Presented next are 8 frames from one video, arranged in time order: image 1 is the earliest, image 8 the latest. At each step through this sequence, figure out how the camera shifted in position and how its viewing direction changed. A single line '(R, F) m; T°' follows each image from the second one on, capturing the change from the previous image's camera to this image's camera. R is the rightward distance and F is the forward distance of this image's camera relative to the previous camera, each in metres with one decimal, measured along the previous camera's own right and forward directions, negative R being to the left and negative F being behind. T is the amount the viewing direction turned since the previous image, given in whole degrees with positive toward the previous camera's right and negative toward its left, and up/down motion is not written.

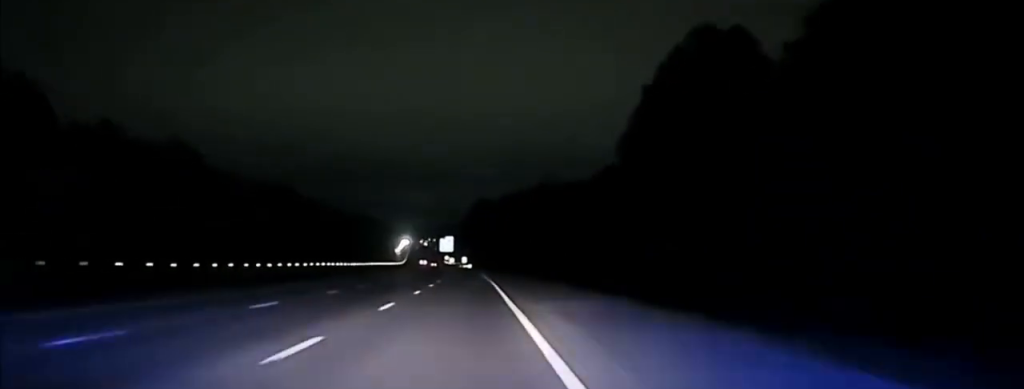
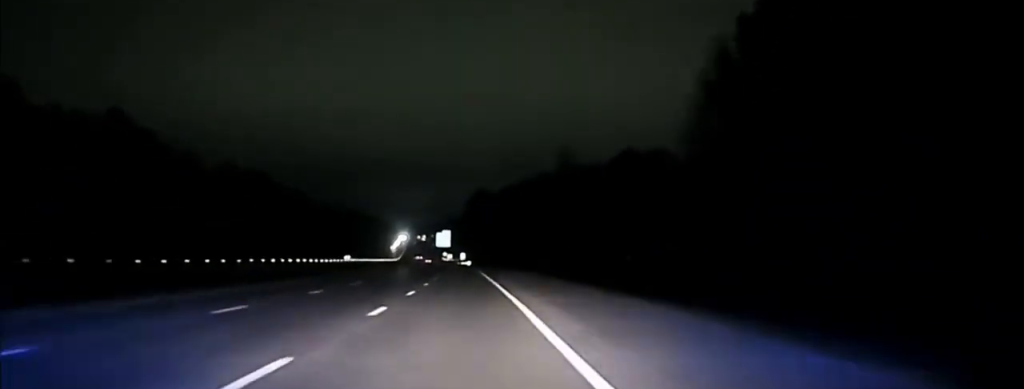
(-0.1, +31.8) m; 0°
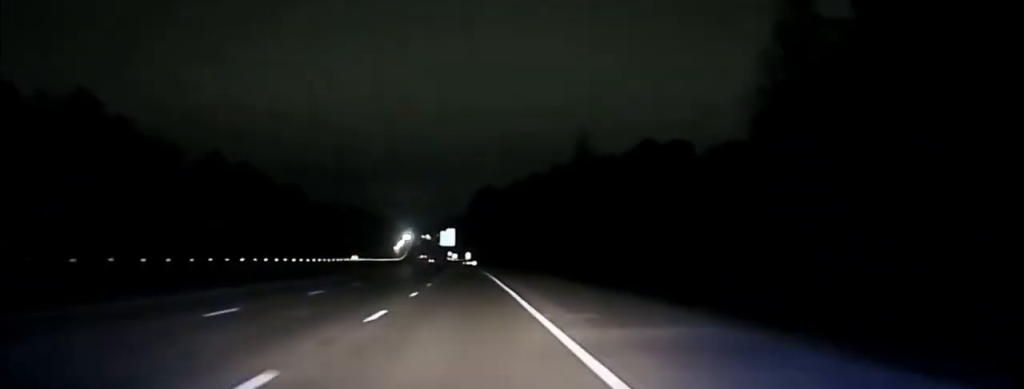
(-0.1, +14.1) m; 0°
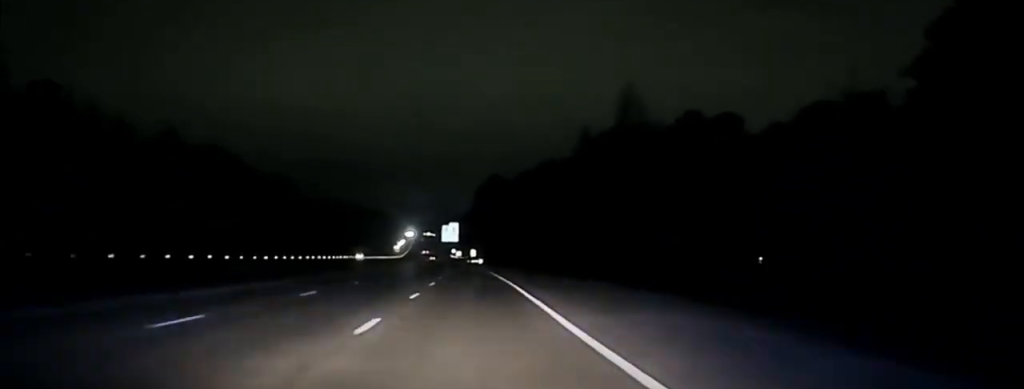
(-0.1, +30.6) m; -1°
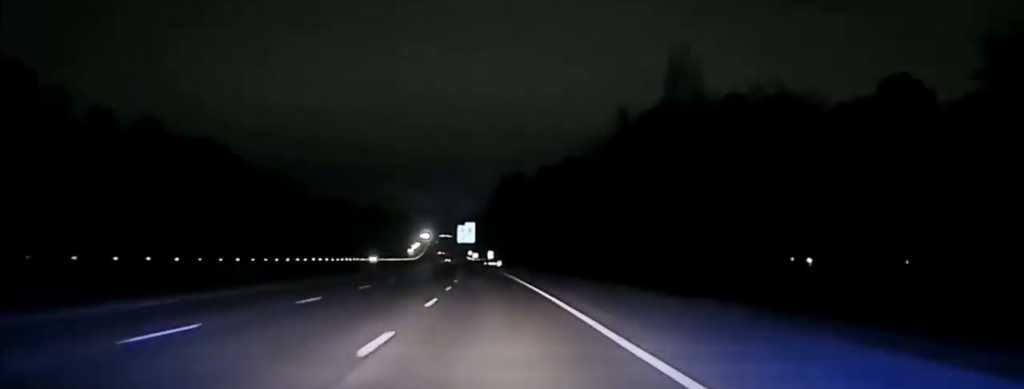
(-0.2, +14.4) m; -1°
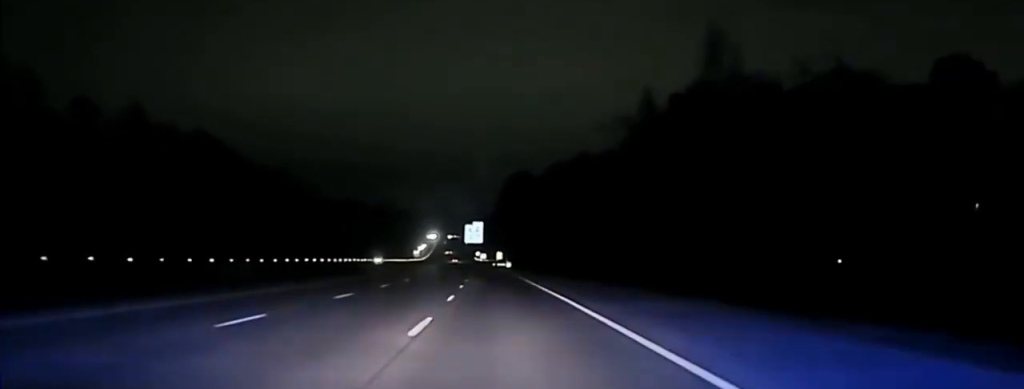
(-0.1, +9.1) m; 0°
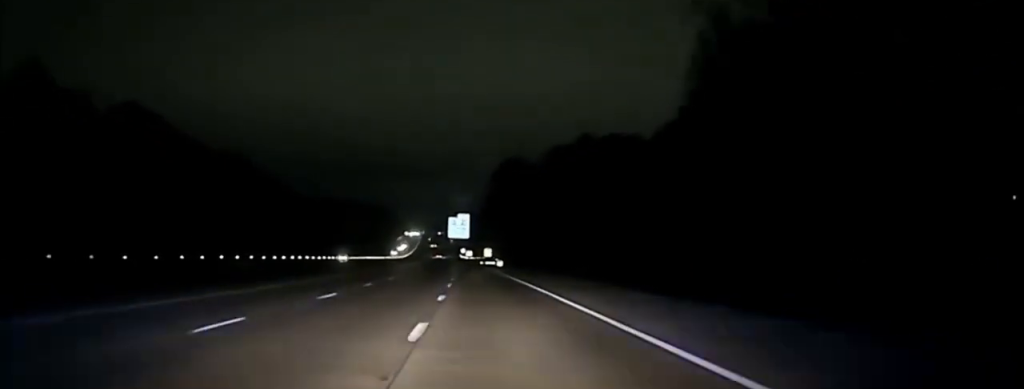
(+0.6, +26.6) m; 0°
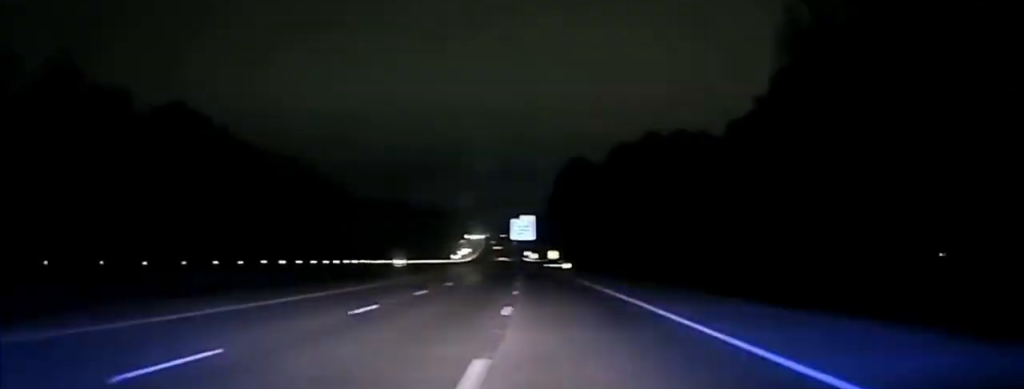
(-0.2, +5.4) m; -2°
